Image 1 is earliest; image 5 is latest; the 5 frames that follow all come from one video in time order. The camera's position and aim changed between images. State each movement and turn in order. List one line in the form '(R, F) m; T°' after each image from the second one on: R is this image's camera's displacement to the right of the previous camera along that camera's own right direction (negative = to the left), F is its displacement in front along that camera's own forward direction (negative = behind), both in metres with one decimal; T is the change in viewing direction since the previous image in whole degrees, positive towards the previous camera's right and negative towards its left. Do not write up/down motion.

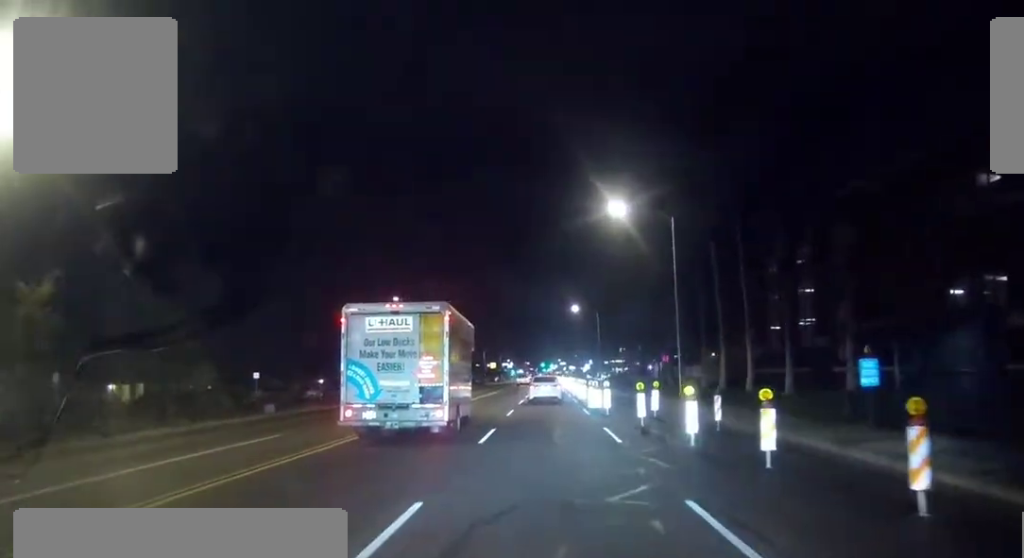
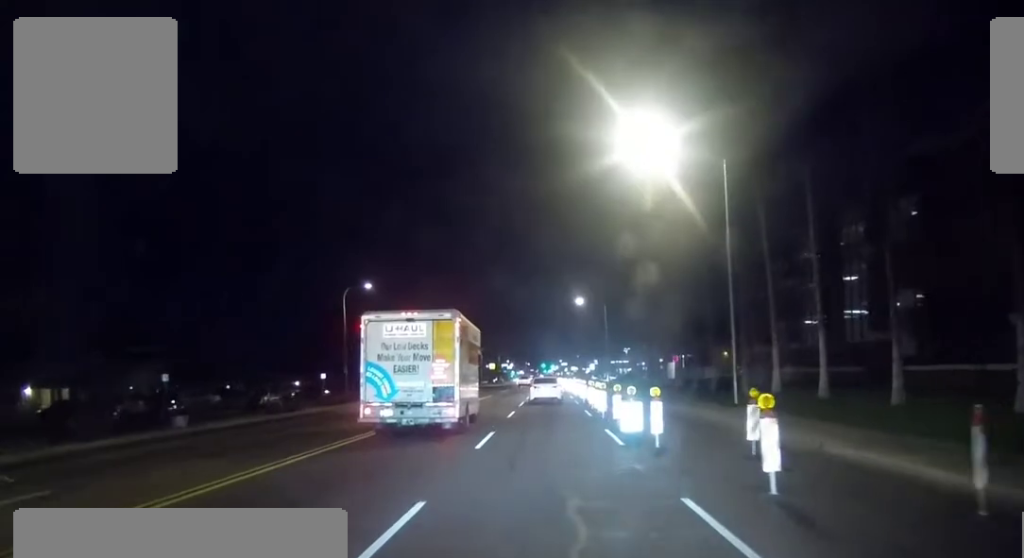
(0.0, +12.3) m; 0°
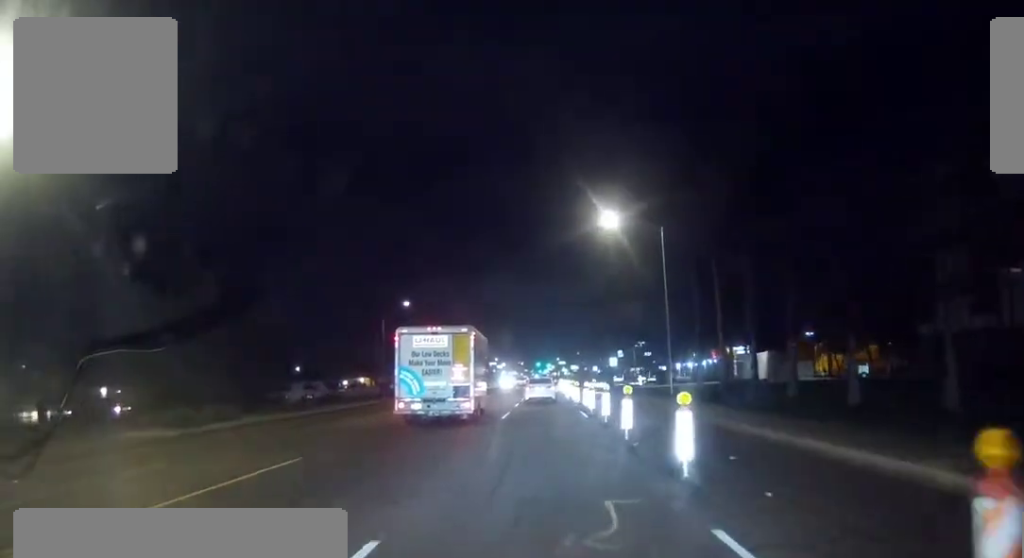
(0.0, +49.5) m; 0°
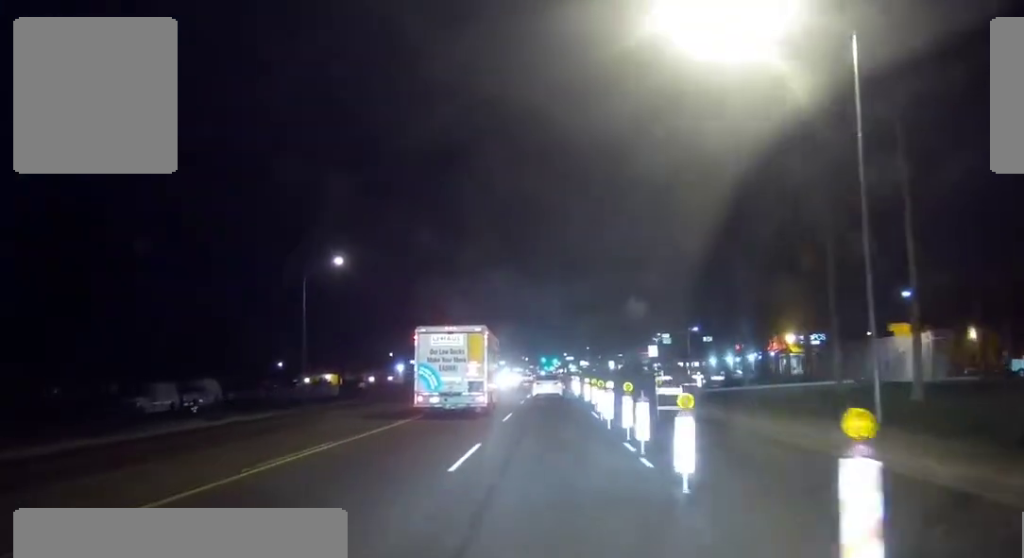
(0.0, +28.0) m; 0°
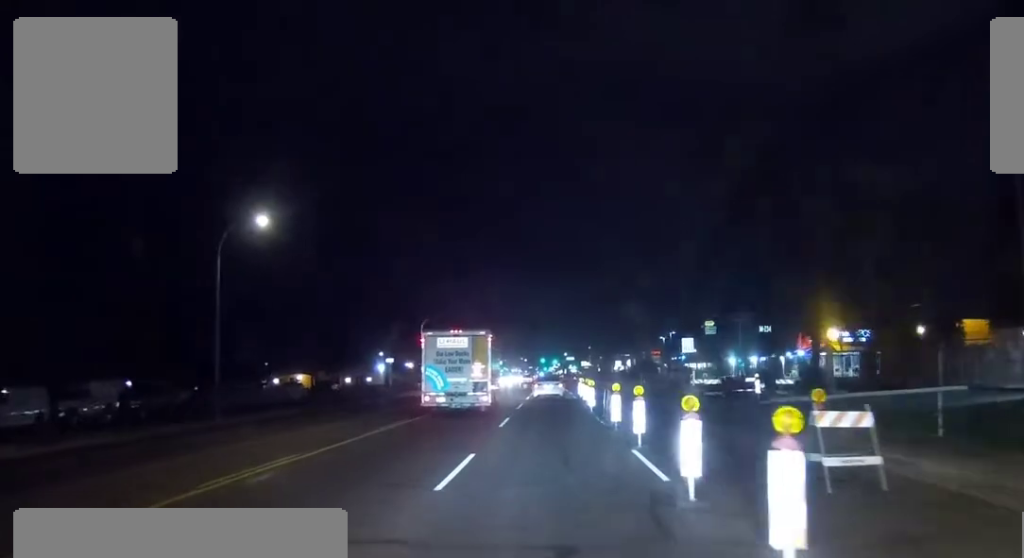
(0.0, +14.5) m; 0°
